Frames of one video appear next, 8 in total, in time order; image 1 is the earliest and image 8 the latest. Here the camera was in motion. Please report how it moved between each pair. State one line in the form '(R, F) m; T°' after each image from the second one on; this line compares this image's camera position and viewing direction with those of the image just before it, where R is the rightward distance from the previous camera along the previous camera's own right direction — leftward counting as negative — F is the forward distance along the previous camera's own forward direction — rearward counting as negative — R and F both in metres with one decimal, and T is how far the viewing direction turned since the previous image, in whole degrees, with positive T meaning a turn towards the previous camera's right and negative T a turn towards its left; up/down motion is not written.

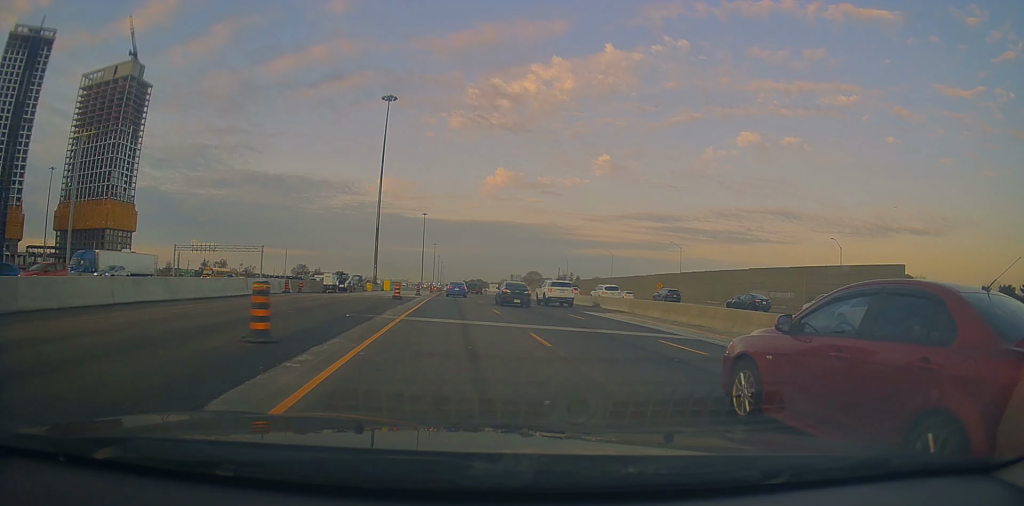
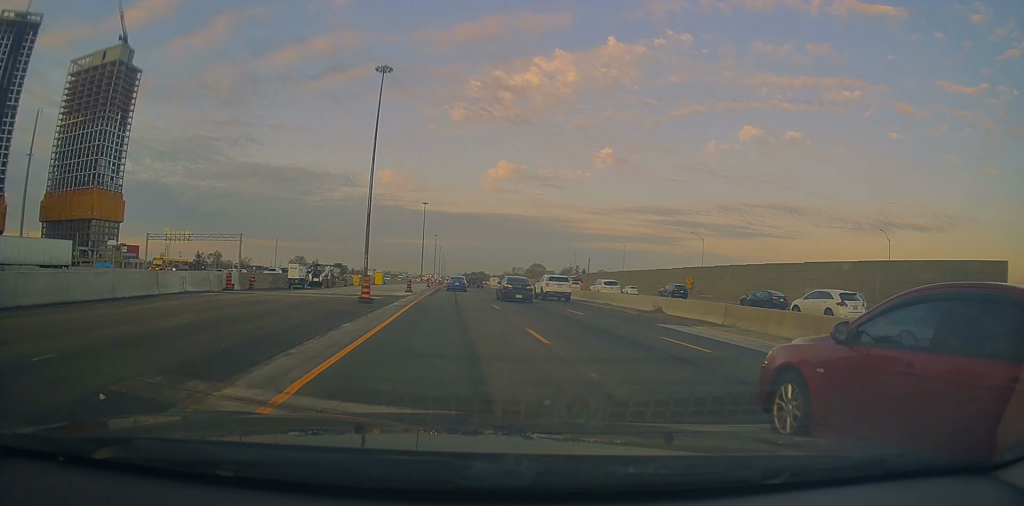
(+0.4, +12.0) m; 0°
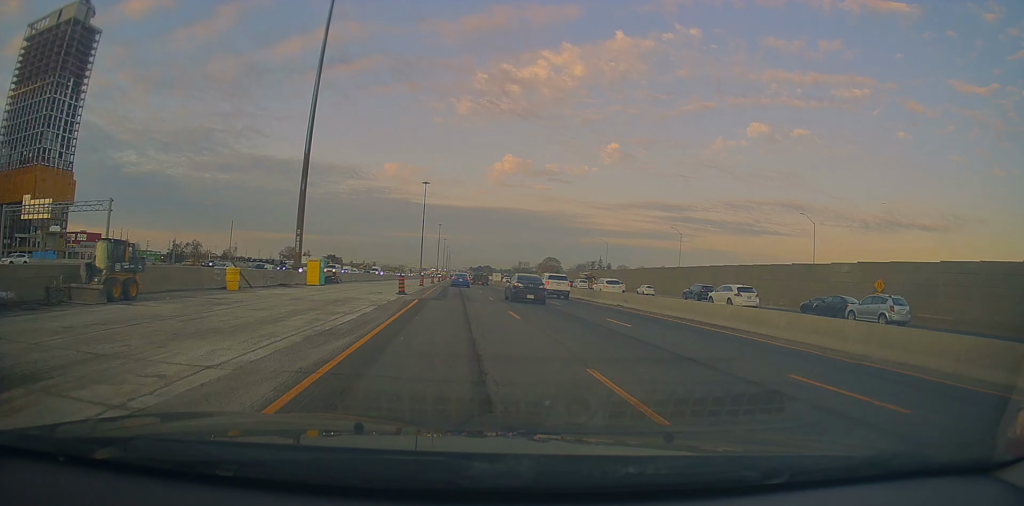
(-0.6, +42.3) m; -1°
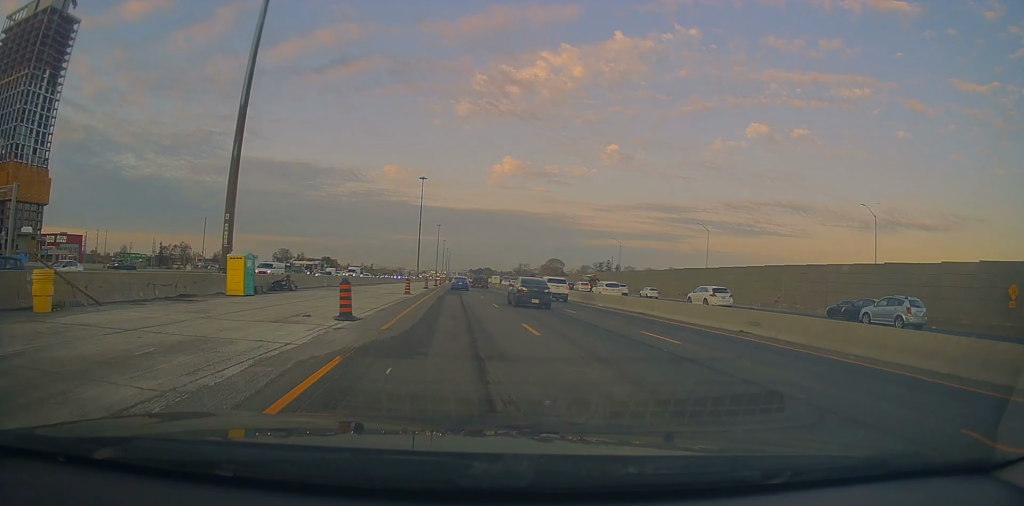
(0.0, +16.0) m; 0°
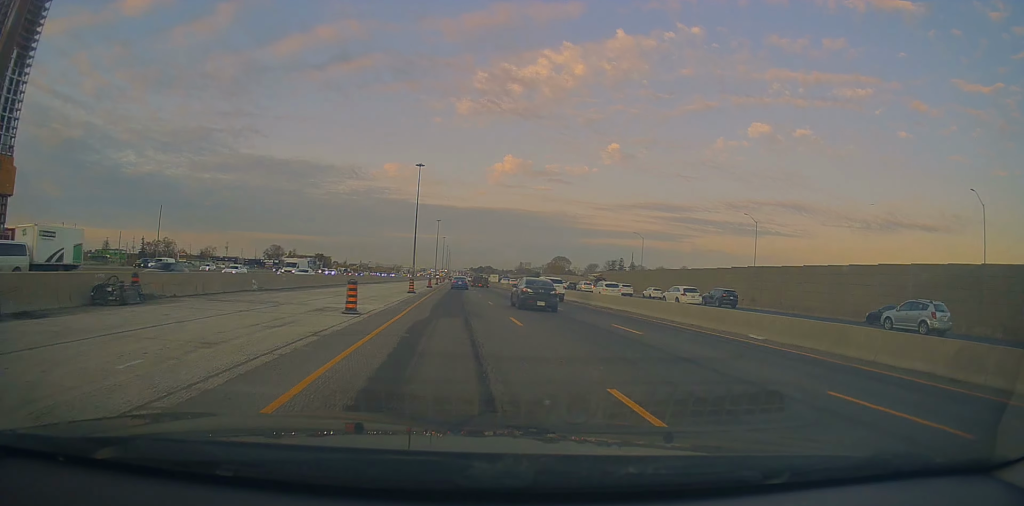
(-0.2, +21.2) m; 0°
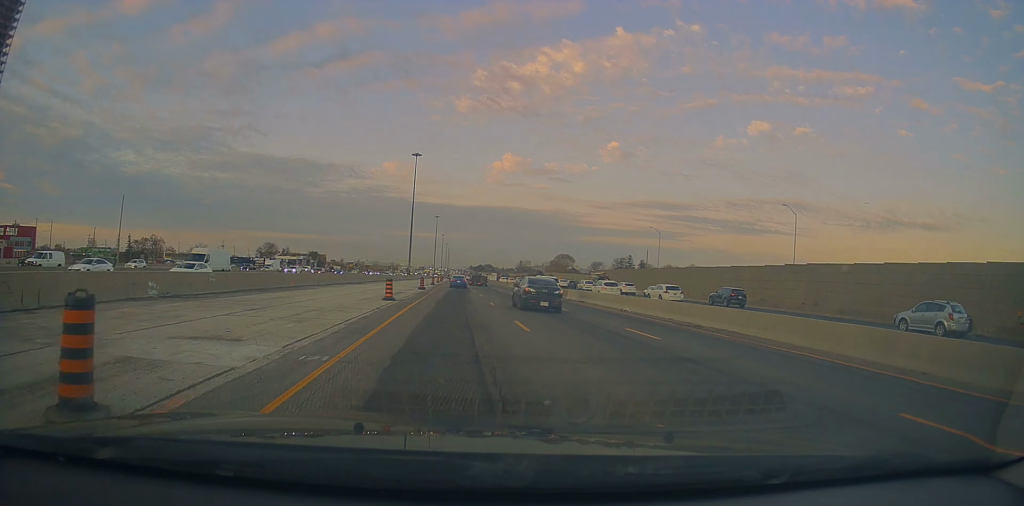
(+0.2, +13.7) m; 0°
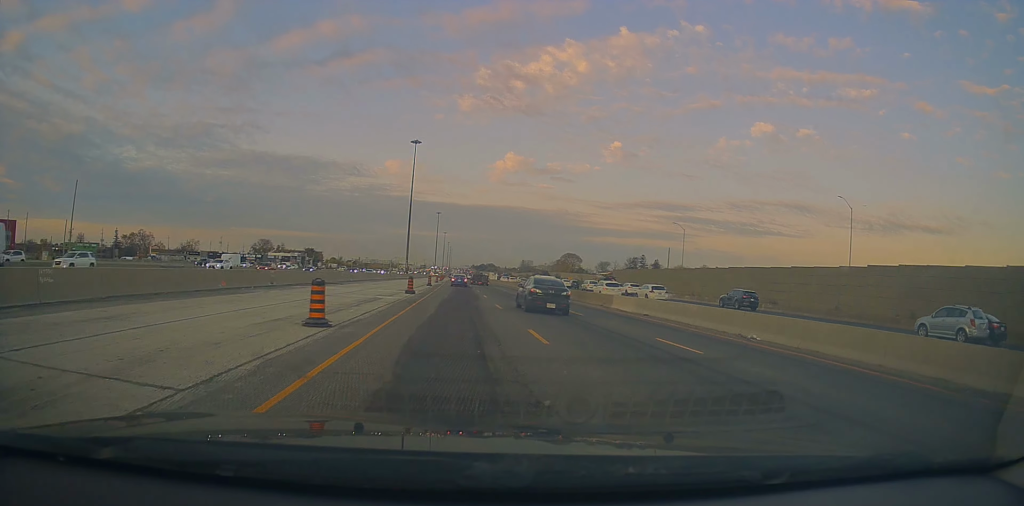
(0.0, +14.6) m; 0°
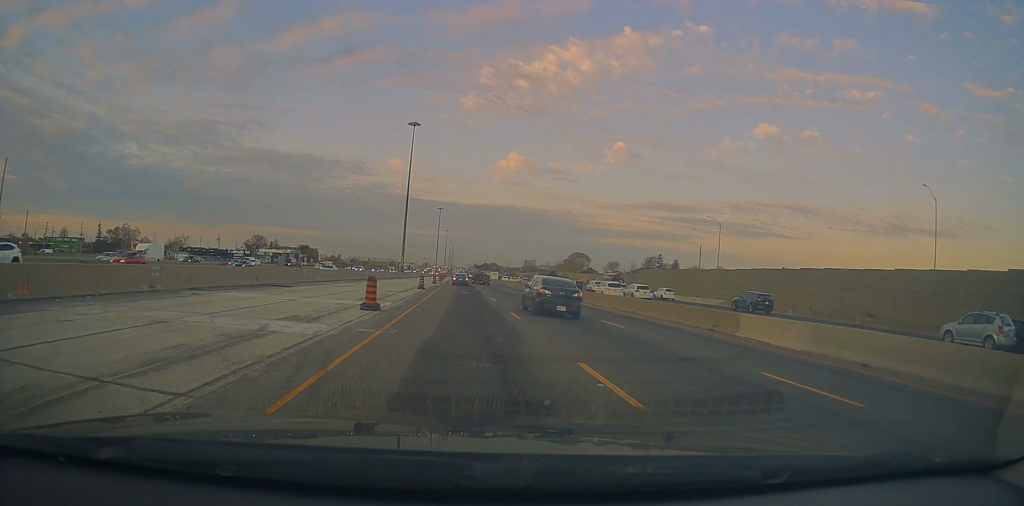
(-0.2, +17.4) m; 0°
